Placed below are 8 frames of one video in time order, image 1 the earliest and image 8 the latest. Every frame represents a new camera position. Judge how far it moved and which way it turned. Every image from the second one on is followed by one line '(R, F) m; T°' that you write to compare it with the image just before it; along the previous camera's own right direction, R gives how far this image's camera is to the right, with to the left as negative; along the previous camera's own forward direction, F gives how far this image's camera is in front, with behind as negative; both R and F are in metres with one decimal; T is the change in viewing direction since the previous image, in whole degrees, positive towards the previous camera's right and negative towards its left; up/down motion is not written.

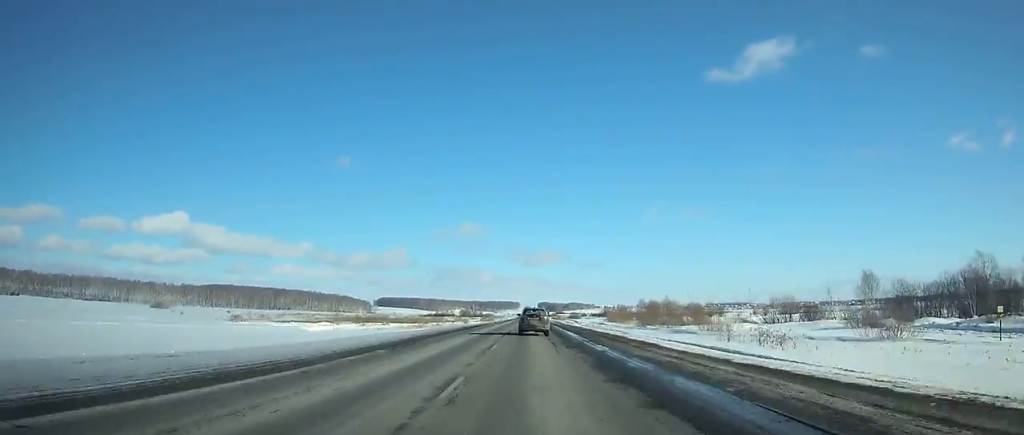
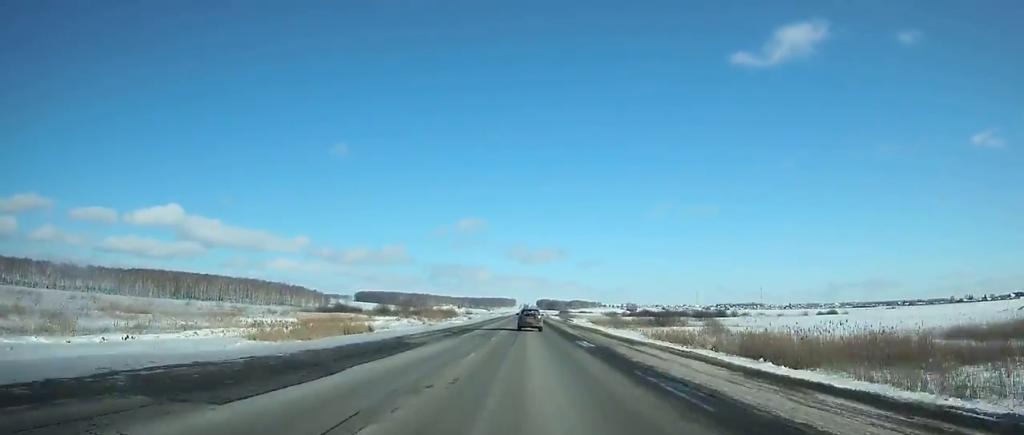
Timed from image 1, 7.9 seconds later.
(+0.5, +198.3) m; 0°
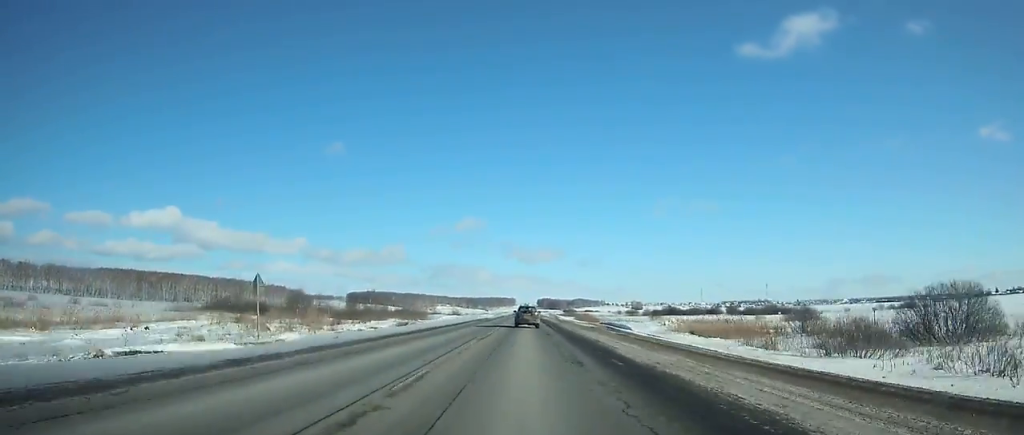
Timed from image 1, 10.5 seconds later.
(0.0, +66.5) m; 0°
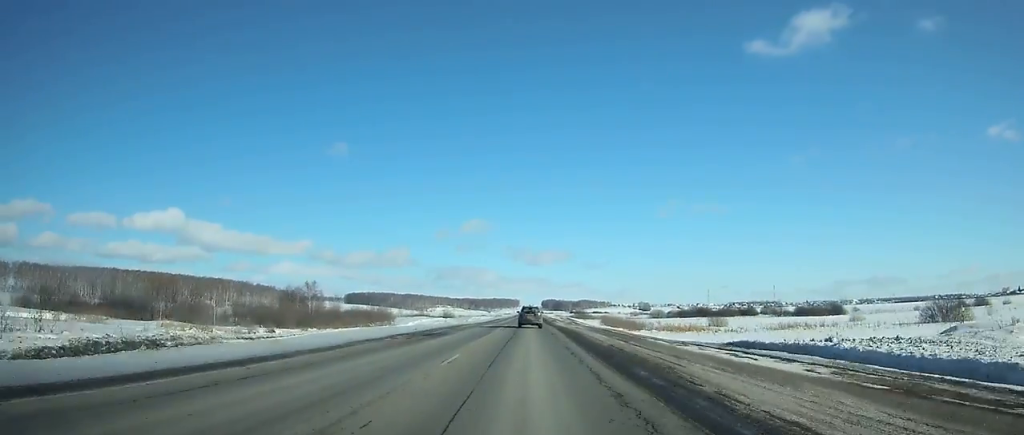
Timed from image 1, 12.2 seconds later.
(0.0, +43.8) m; 0°
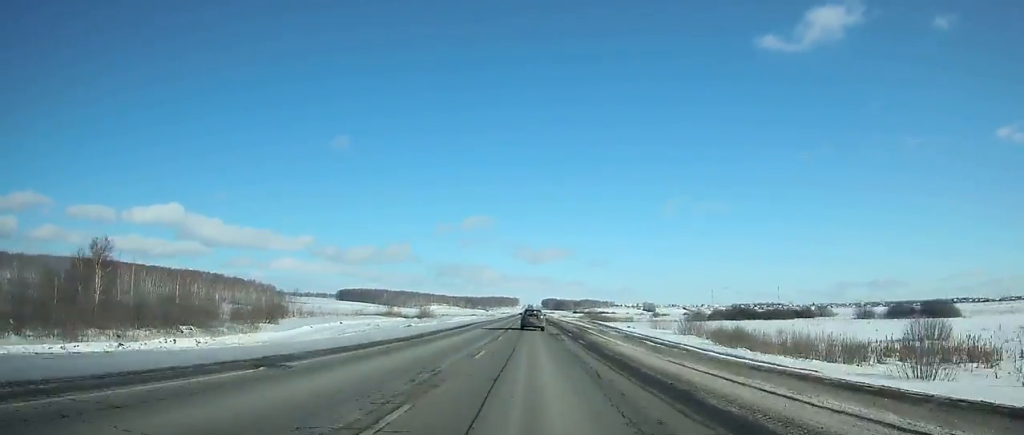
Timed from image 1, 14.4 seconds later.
(-0.1, +57.1) m; 0°
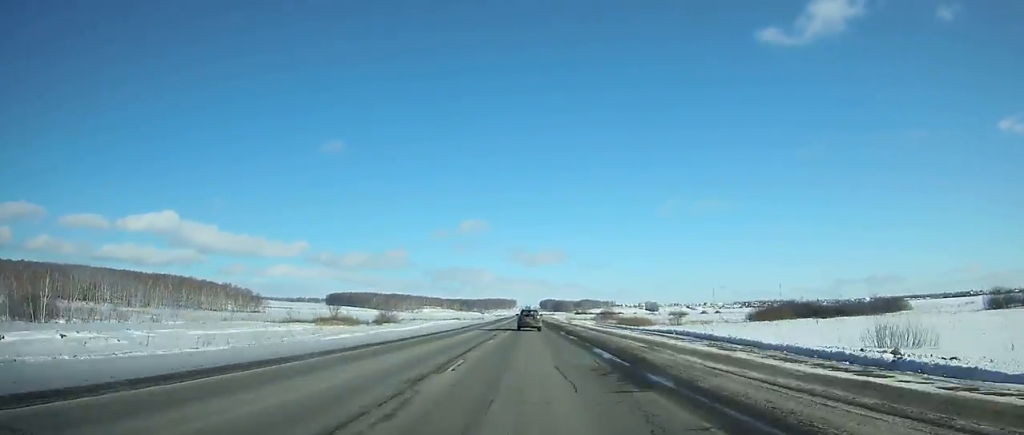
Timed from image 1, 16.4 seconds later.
(0.0, +52.2) m; 0°
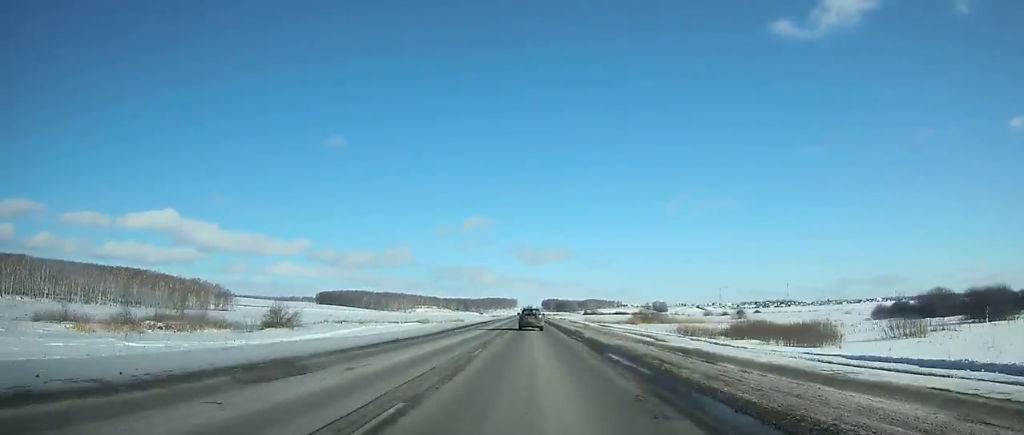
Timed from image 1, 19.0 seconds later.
(+0.2, +68.3) m; 0°
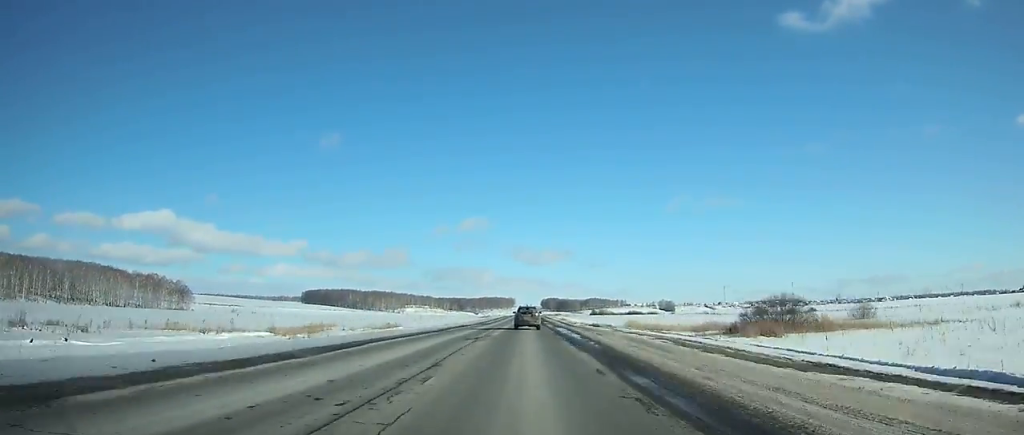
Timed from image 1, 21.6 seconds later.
(-0.1, +68.4) m; 0°
